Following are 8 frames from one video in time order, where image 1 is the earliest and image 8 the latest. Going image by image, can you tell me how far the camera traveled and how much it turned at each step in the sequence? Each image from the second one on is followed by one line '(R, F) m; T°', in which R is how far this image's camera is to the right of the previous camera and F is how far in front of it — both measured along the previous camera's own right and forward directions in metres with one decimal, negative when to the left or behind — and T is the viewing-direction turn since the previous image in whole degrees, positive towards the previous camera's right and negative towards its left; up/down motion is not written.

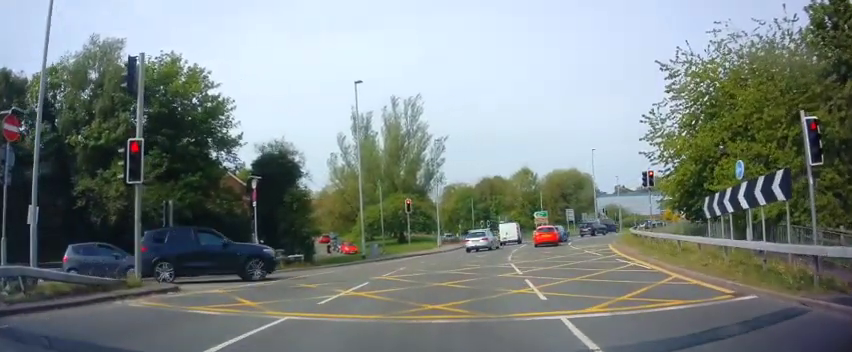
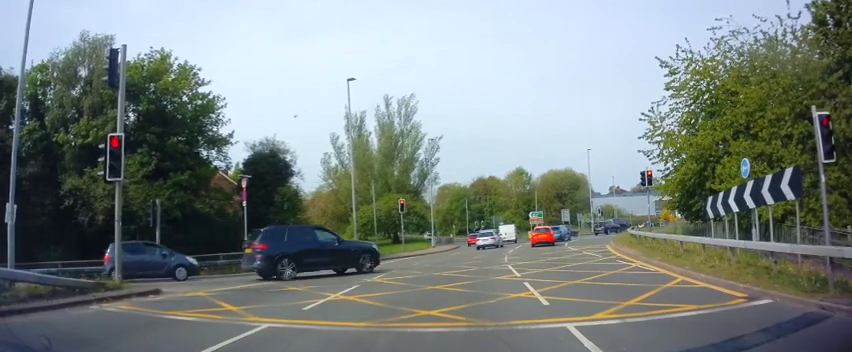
(+0.1, +0.7) m; +1°
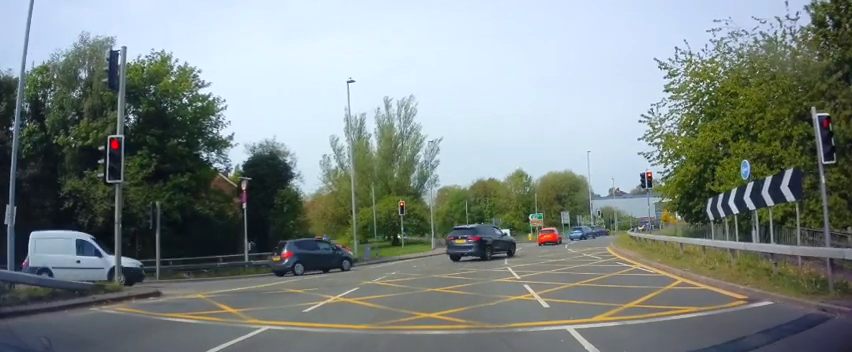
(+0.1, +0.3) m; 0°
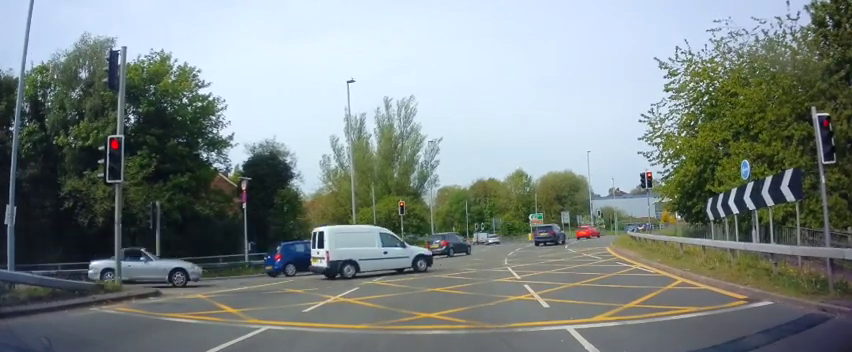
(0.0, 0.0) m; 0°
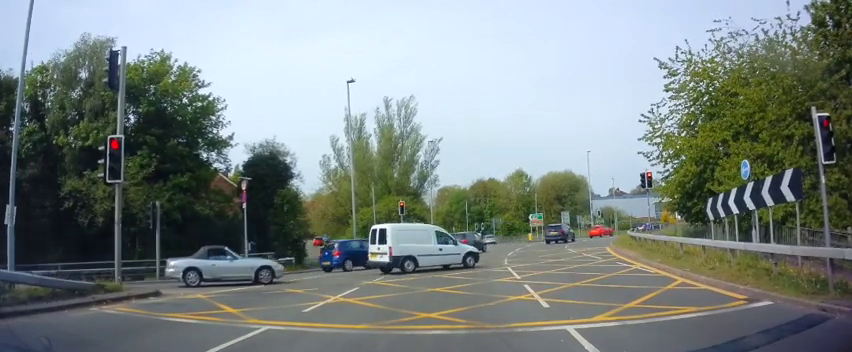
(0.0, 0.0) m; 0°
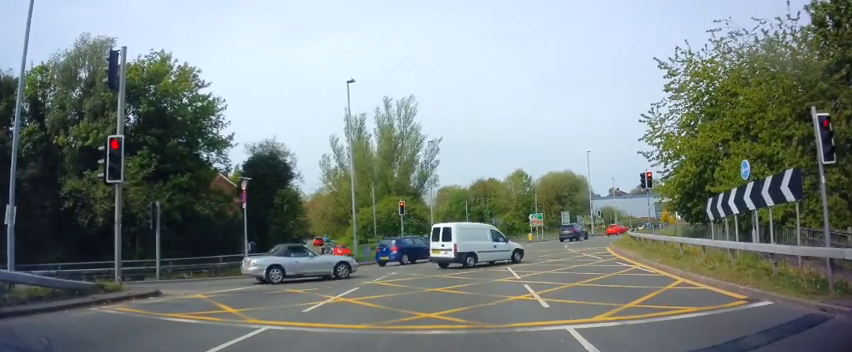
(0.0, 0.0) m; 0°
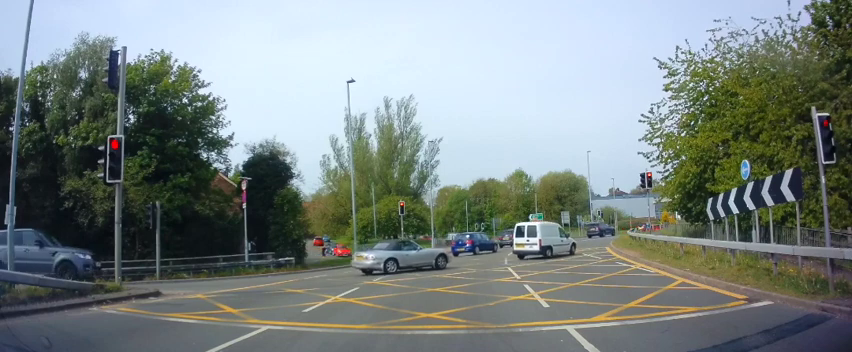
(0.0, 0.0) m; 0°
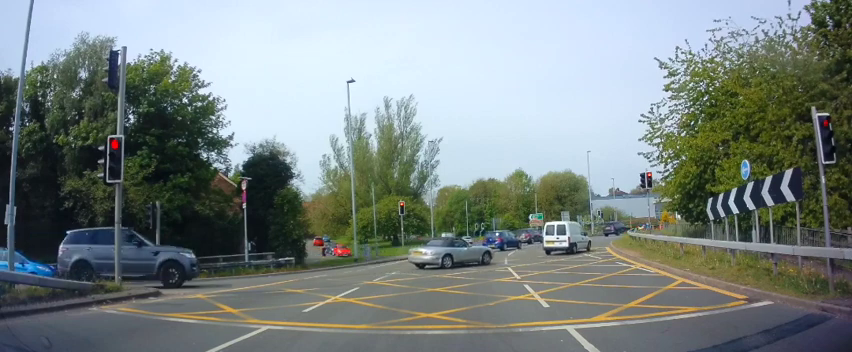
(0.0, 0.0) m; 0°
